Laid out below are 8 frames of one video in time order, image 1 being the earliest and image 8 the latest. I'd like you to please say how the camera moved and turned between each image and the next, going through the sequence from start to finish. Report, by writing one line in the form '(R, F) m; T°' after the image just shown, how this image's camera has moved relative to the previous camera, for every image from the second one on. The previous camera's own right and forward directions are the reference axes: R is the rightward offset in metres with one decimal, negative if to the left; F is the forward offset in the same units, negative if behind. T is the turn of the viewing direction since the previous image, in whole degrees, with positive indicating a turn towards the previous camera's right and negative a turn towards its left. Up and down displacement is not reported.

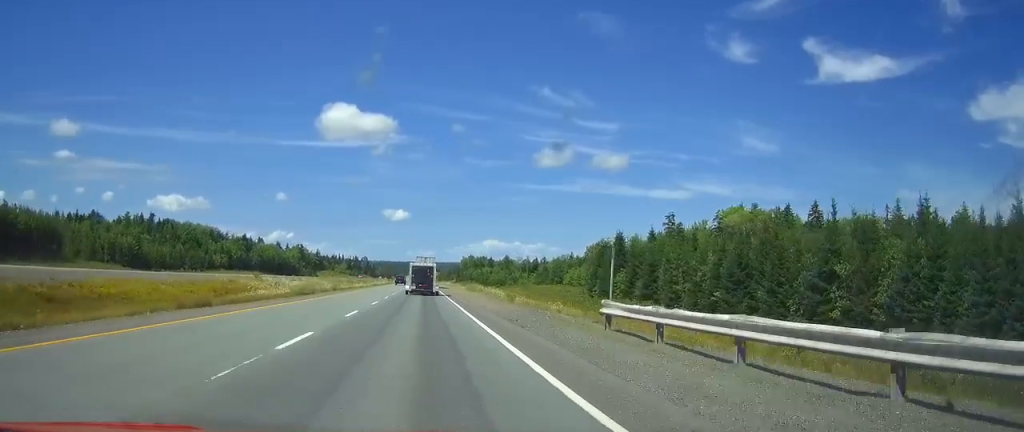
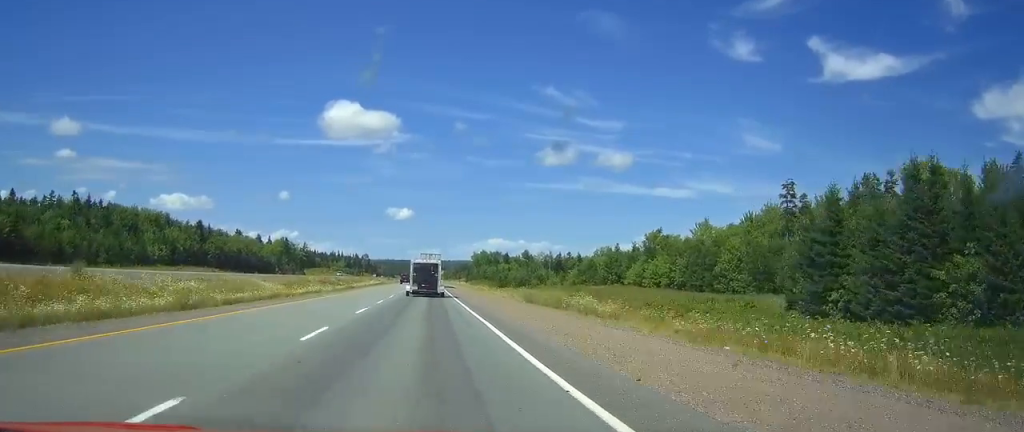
(-0.1, +54.2) m; 0°
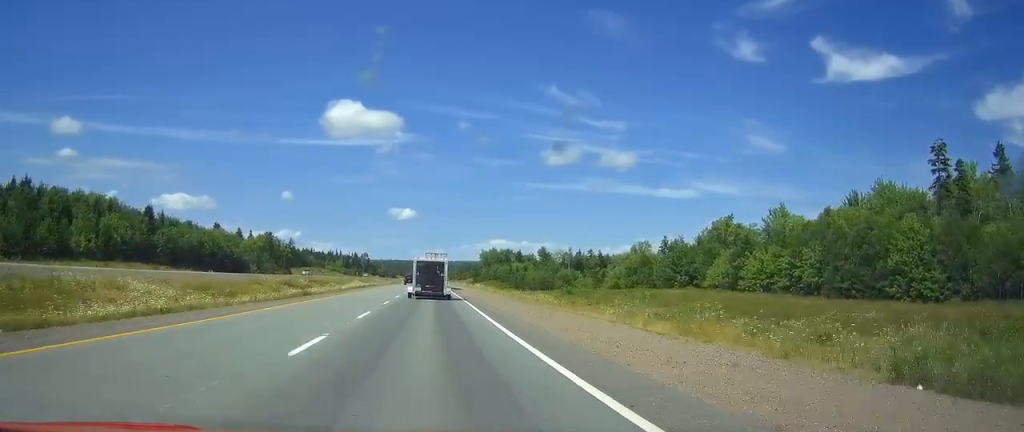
(-0.1, +38.4) m; 0°
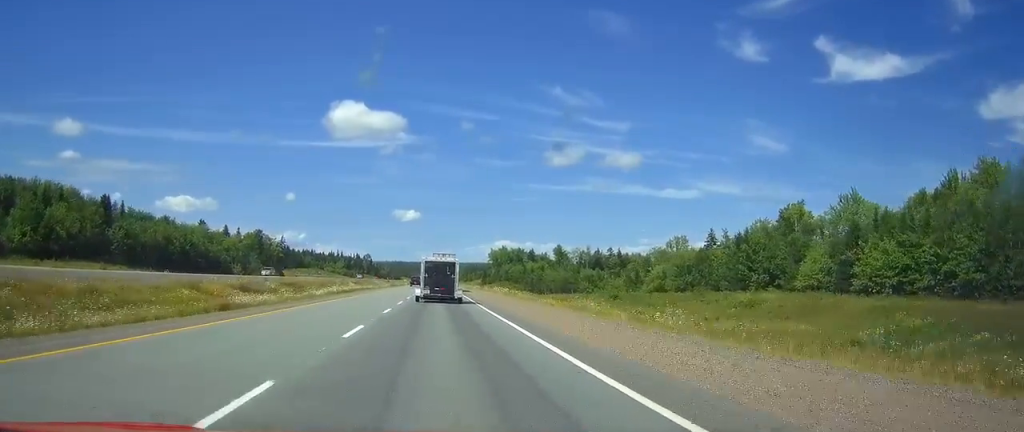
(-0.1, +24.9) m; 0°
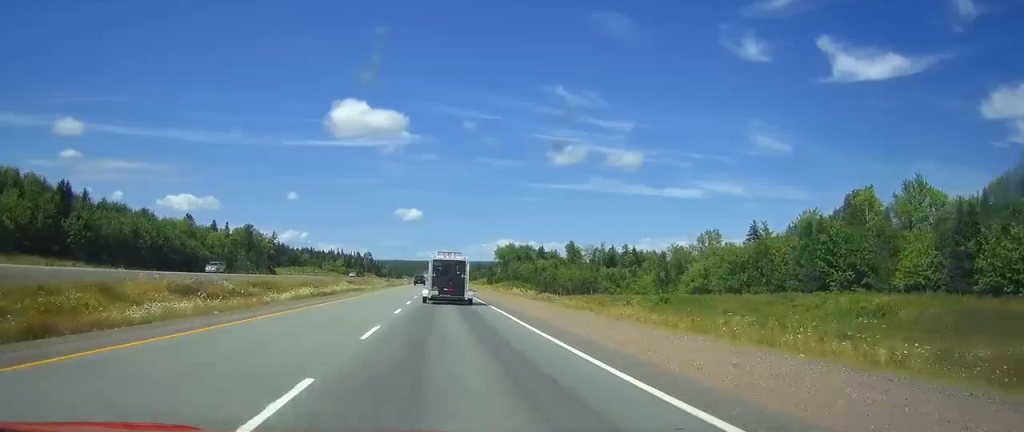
(0.0, +18.1) m; 0°
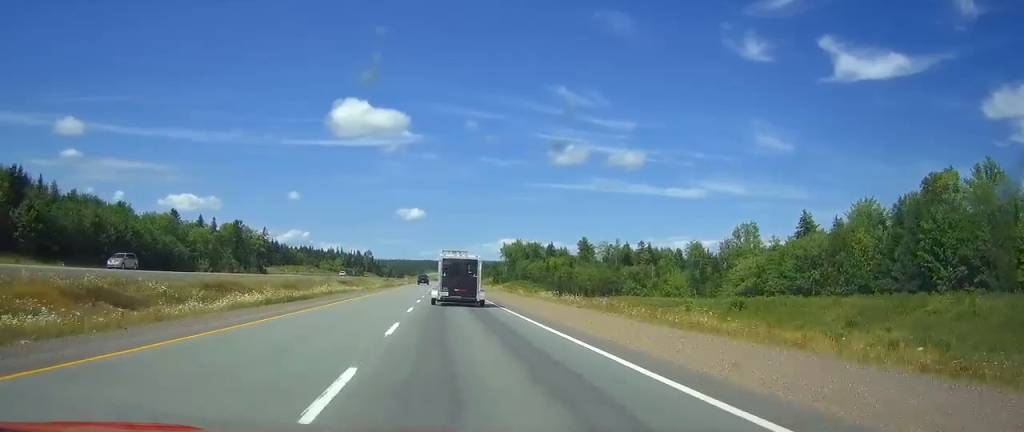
(0.0, +17.0) m; 0°
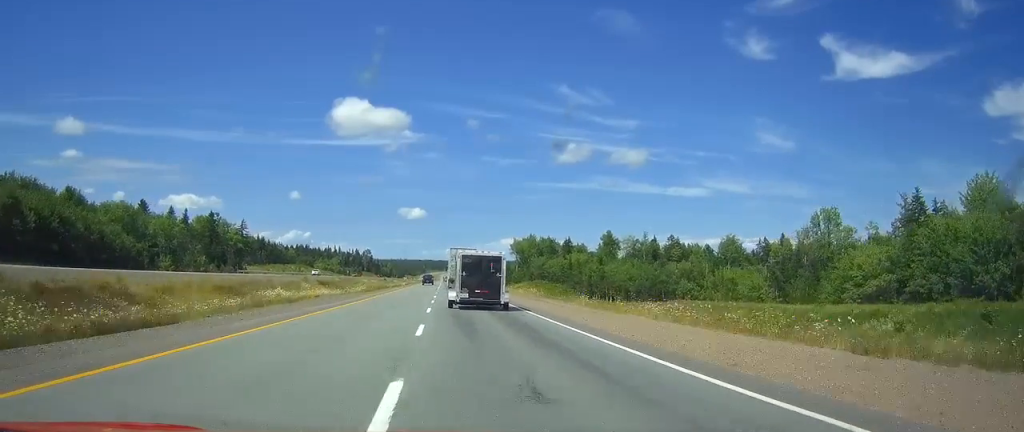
(-0.1, +28.3) m; 0°
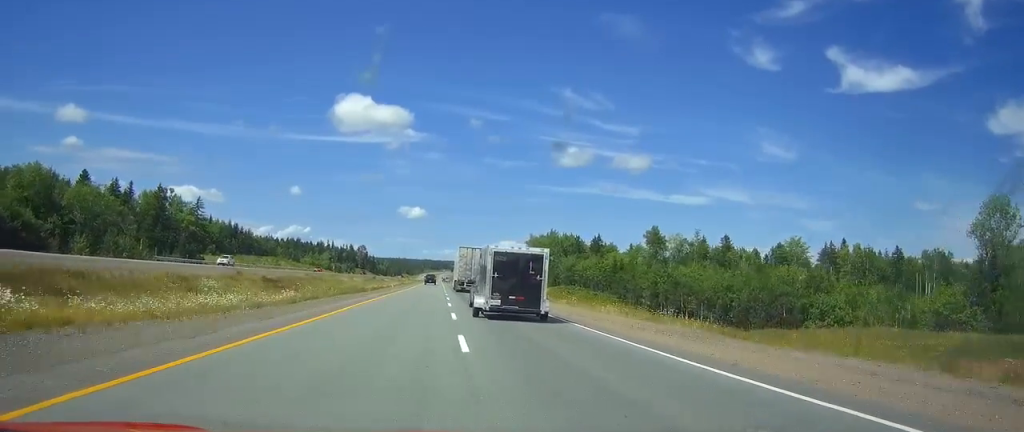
(+0.1, +39.7) m; +1°
